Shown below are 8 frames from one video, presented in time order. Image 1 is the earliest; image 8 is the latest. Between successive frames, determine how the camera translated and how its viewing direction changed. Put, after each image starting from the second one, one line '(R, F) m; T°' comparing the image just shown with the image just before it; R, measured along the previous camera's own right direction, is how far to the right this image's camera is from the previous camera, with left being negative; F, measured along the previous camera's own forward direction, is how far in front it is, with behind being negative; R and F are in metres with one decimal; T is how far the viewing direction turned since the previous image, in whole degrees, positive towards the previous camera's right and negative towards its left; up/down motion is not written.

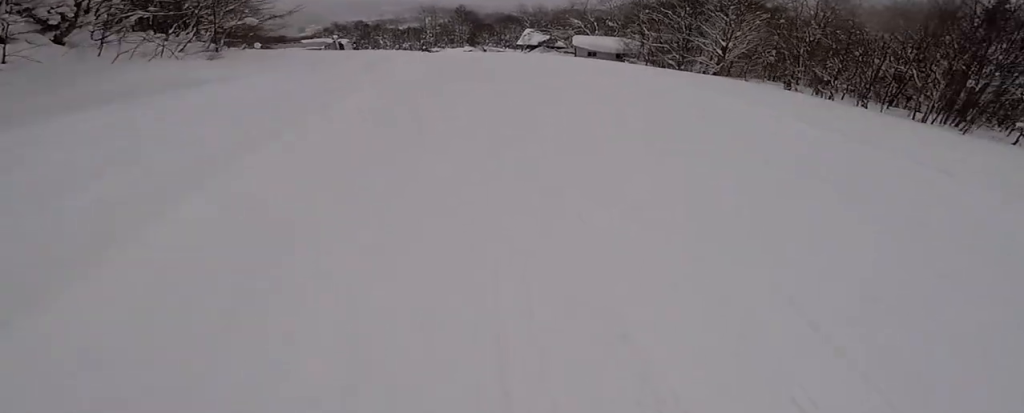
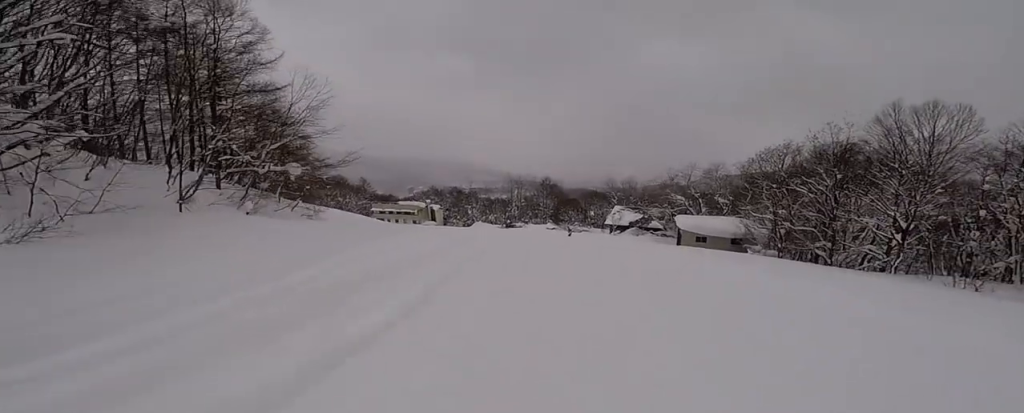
(-0.2, +14.9) m; -2°
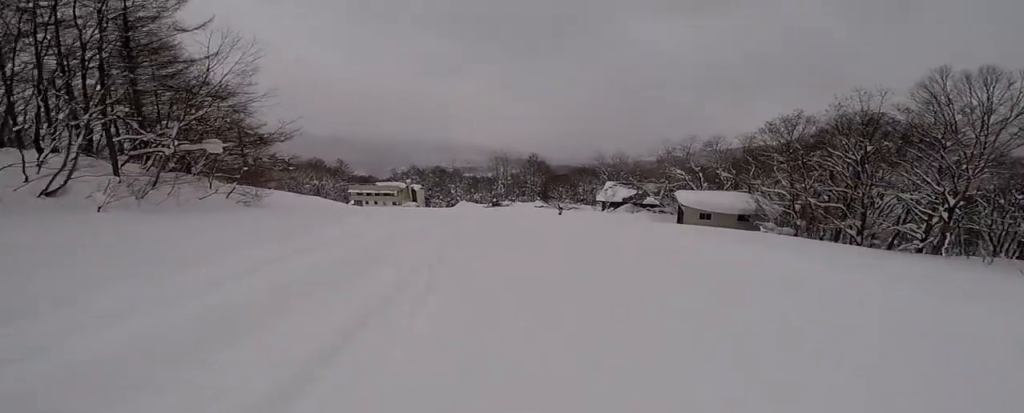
(-0.3, +6.2) m; -6°
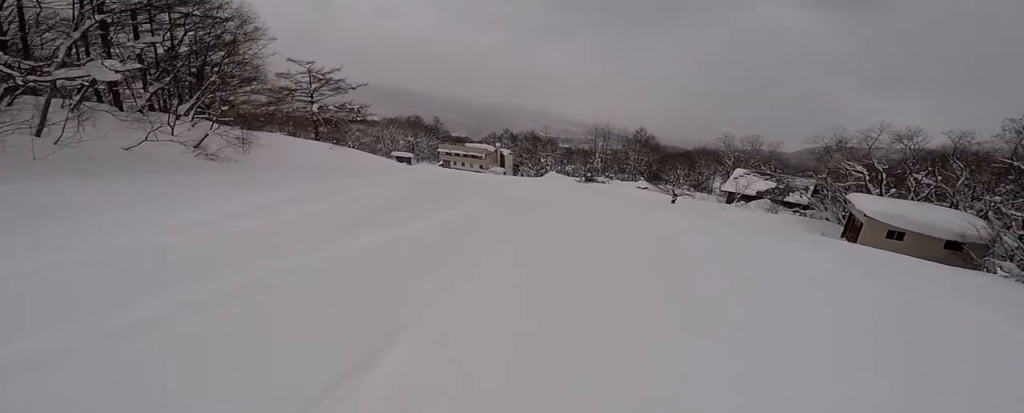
(-1.1, +13.1) m; -3°
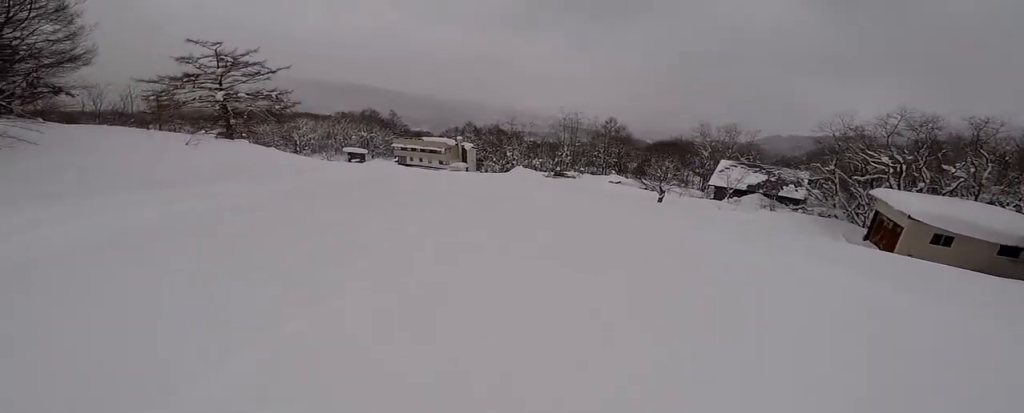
(+0.4, +10.0) m; -4°
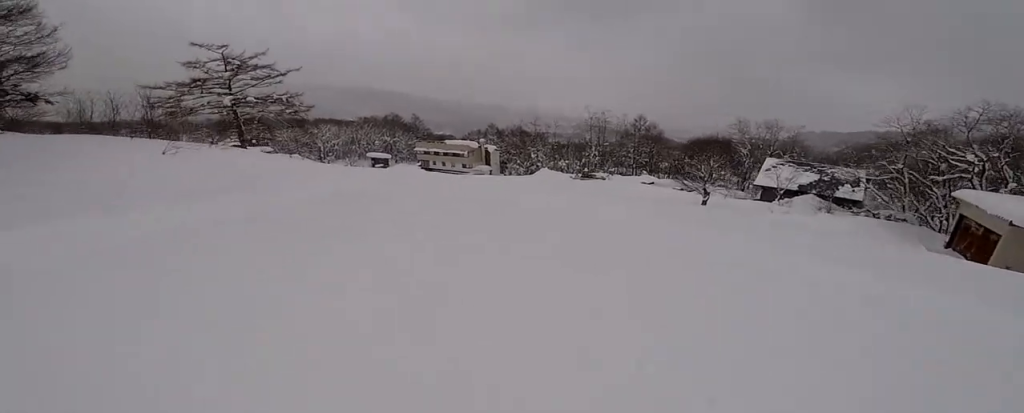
(-0.3, +3.7) m; -5°
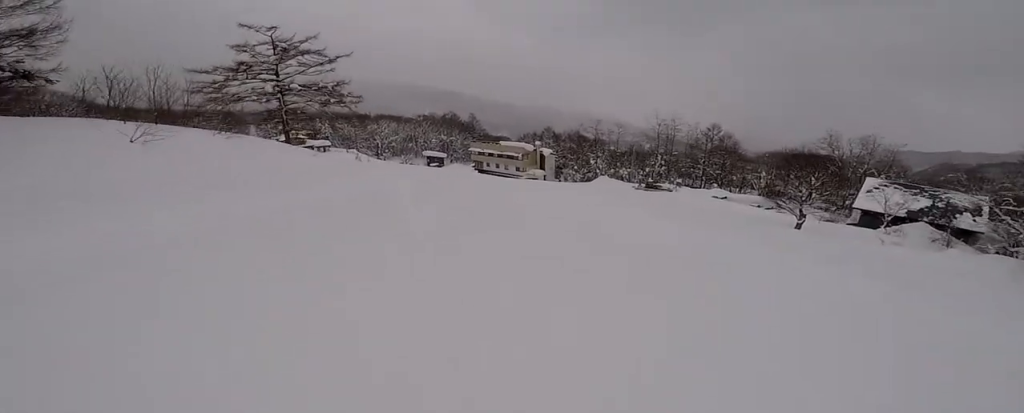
(-0.3, +5.2) m; -6°
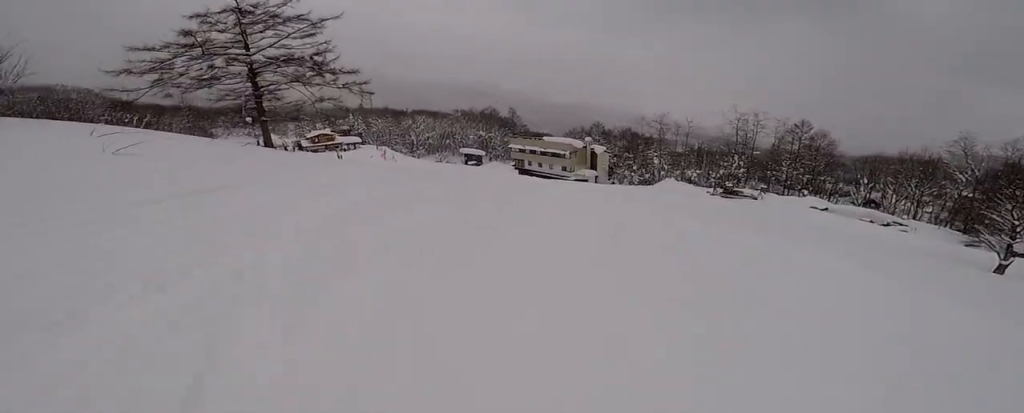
(-1.7, +12.4) m; -11°
